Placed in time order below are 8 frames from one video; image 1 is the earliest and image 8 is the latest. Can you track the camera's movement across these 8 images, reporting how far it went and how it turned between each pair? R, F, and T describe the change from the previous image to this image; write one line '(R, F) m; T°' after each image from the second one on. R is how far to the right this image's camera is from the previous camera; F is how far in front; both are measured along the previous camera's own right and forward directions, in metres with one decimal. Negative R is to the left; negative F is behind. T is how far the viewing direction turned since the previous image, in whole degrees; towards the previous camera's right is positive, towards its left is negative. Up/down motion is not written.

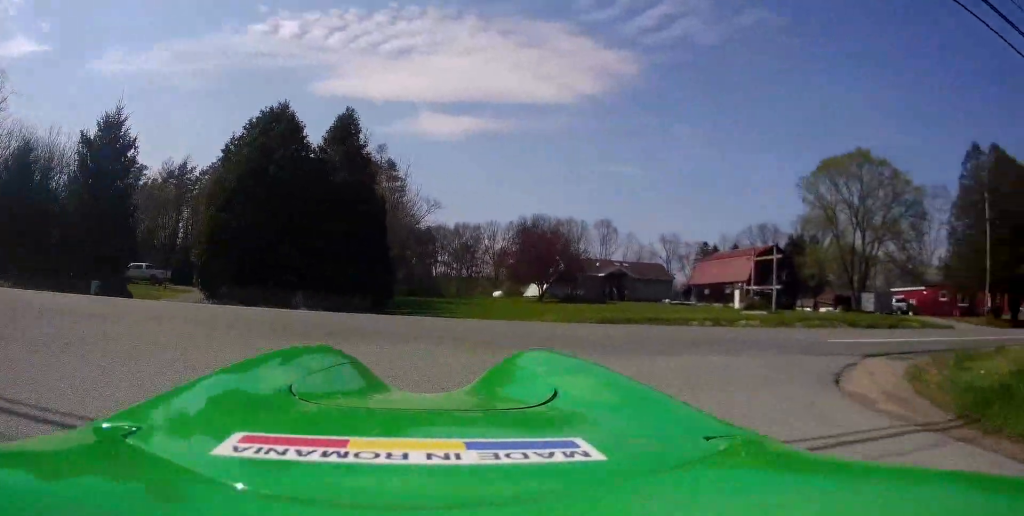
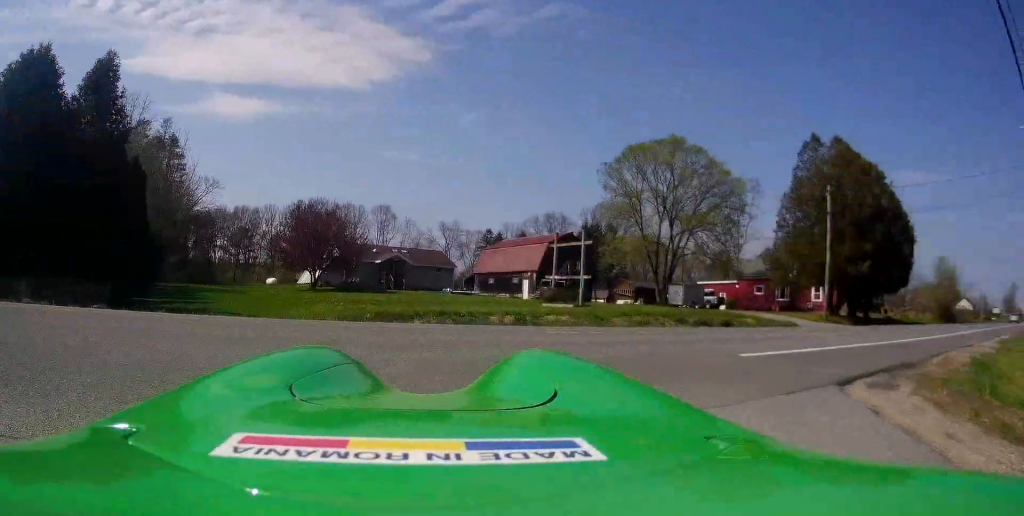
(+1.9, +3.7) m; +28°
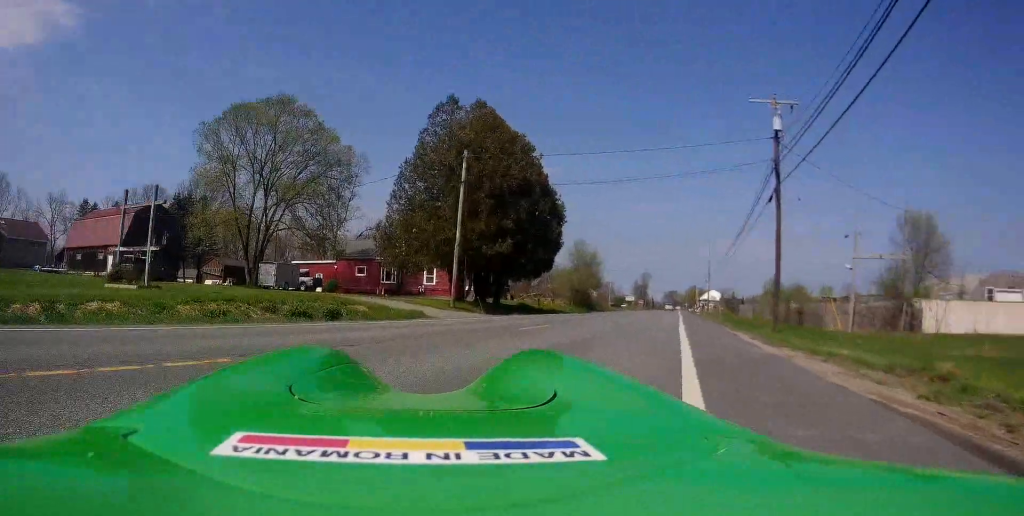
(+2.6, +6.8) m; +36°
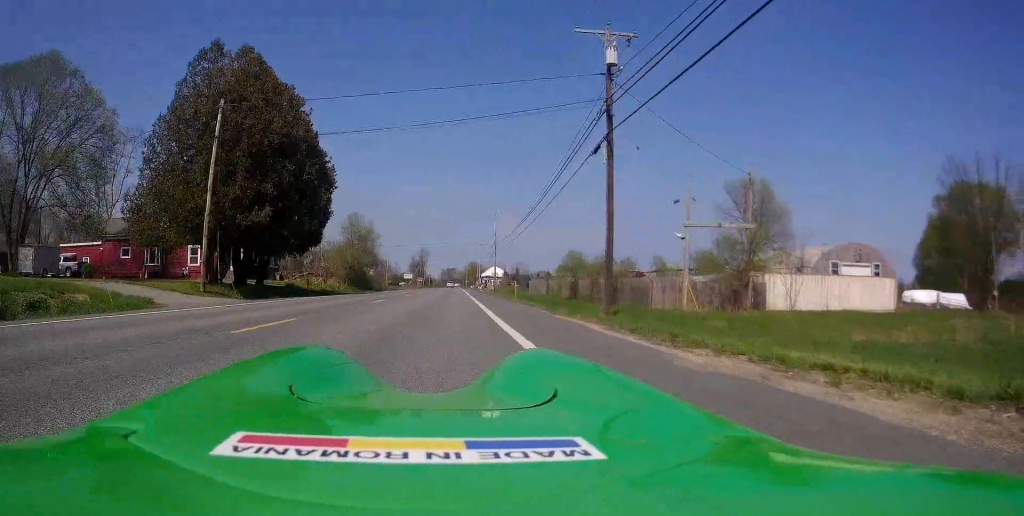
(+1.4, +6.6) m; +23°
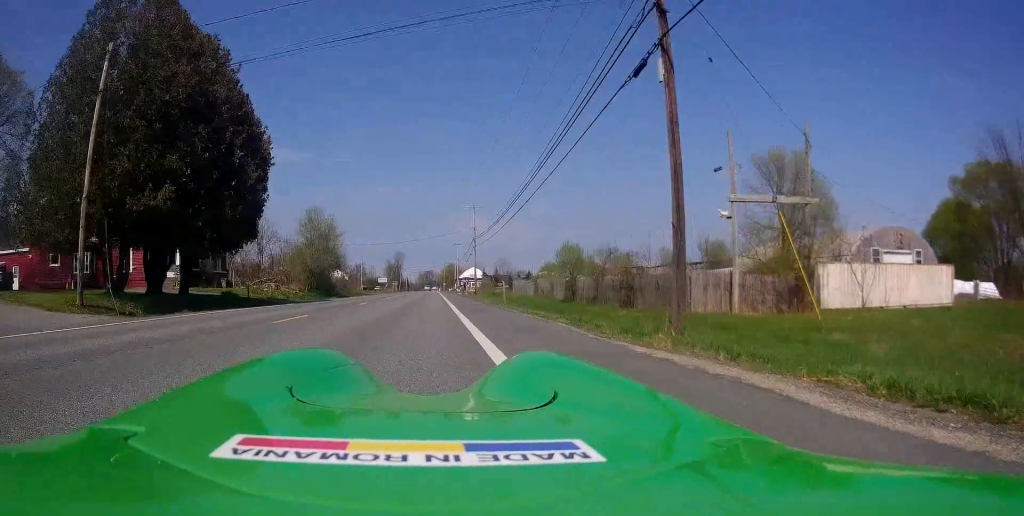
(+1.7, +9.7) m; +5°
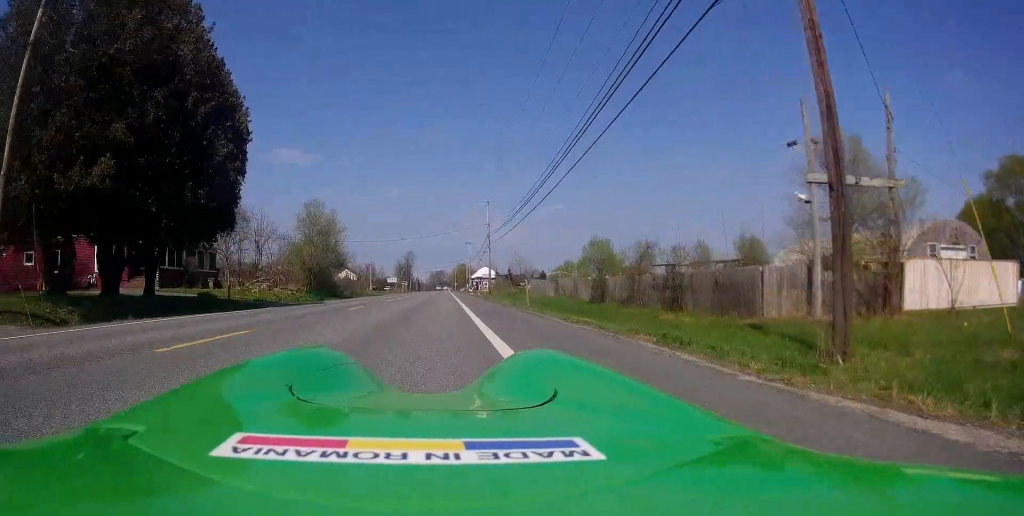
(-0.9, +5.7) m; -6°
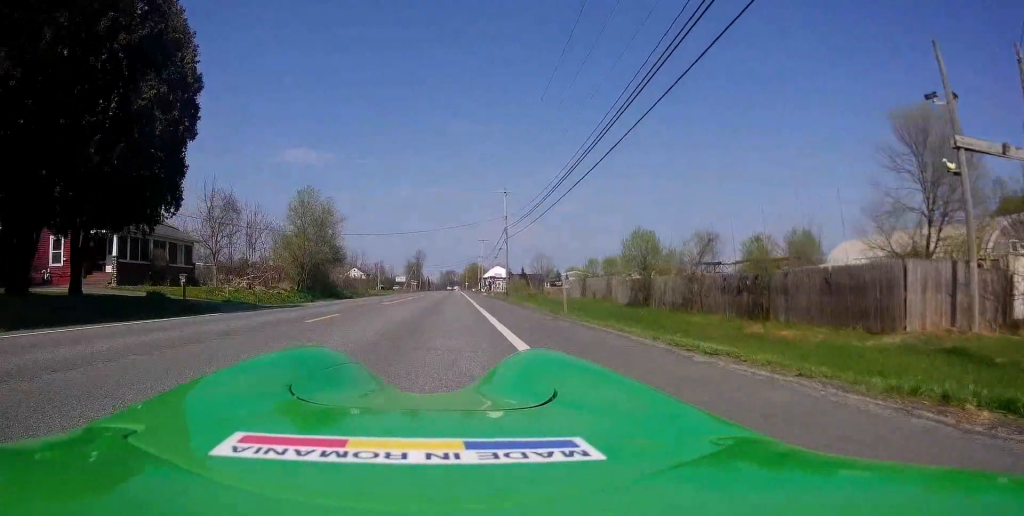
(+0.2, +7.2) m; +2°
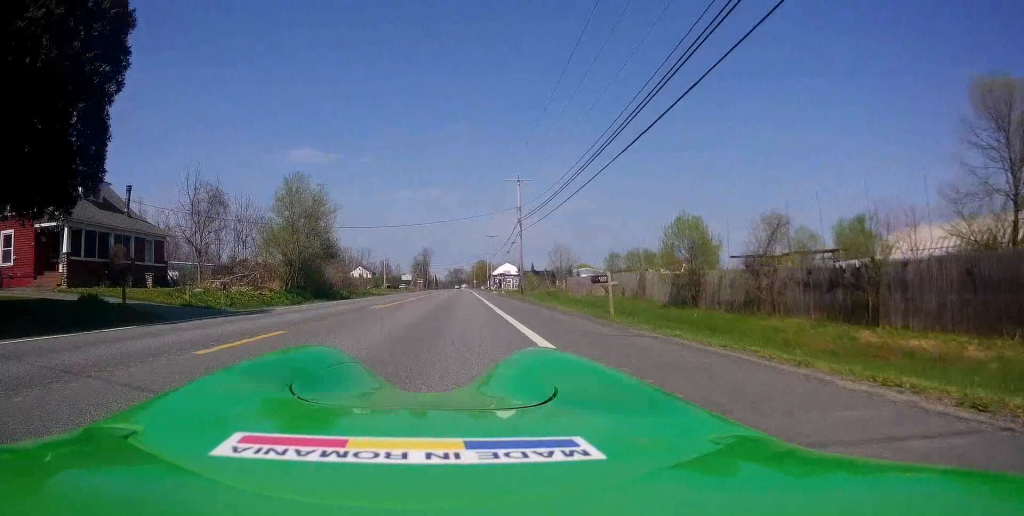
(0.0, +5.7) m; 0°
